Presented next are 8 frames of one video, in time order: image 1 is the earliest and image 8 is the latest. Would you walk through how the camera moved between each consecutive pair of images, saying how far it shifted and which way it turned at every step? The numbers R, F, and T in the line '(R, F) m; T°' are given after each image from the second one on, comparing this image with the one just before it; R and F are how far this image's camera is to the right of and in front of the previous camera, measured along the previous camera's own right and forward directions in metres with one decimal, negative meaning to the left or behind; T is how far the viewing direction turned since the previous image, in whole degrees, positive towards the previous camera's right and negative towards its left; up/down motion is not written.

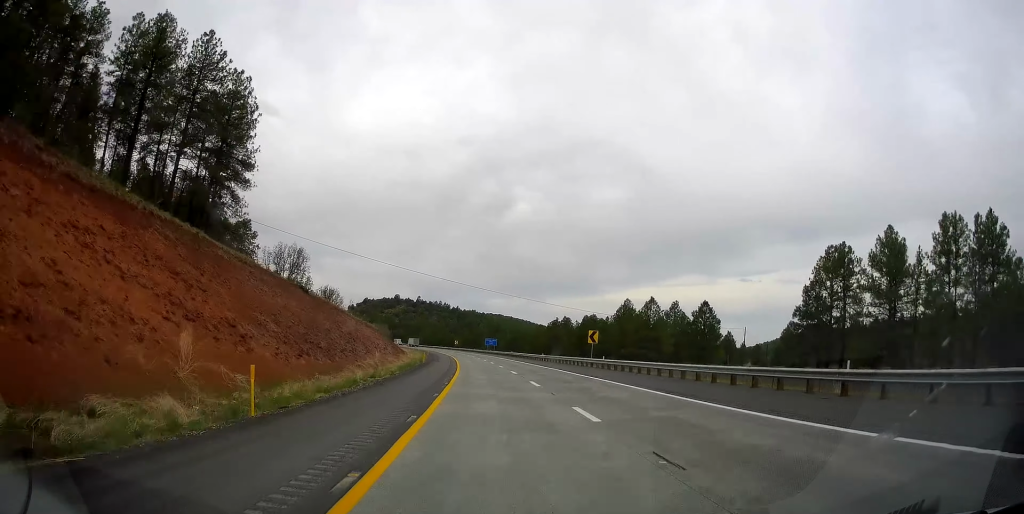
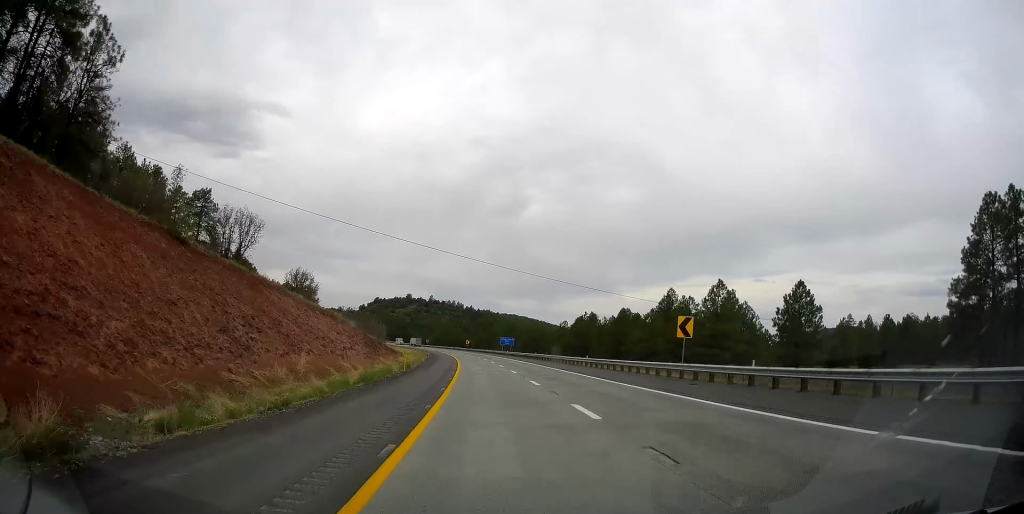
(-0.4, +24.1) m; -2°
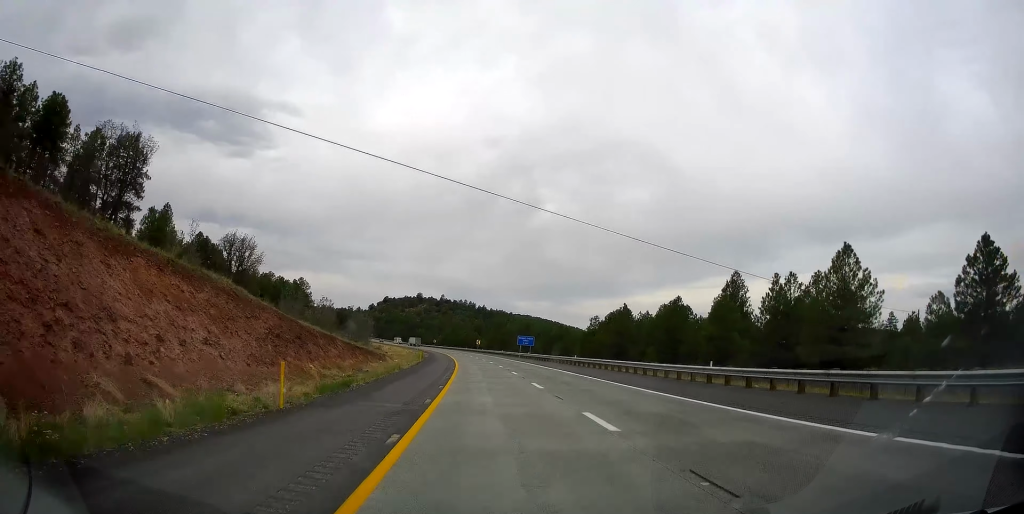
(-0.6, +26.4) m; -1°
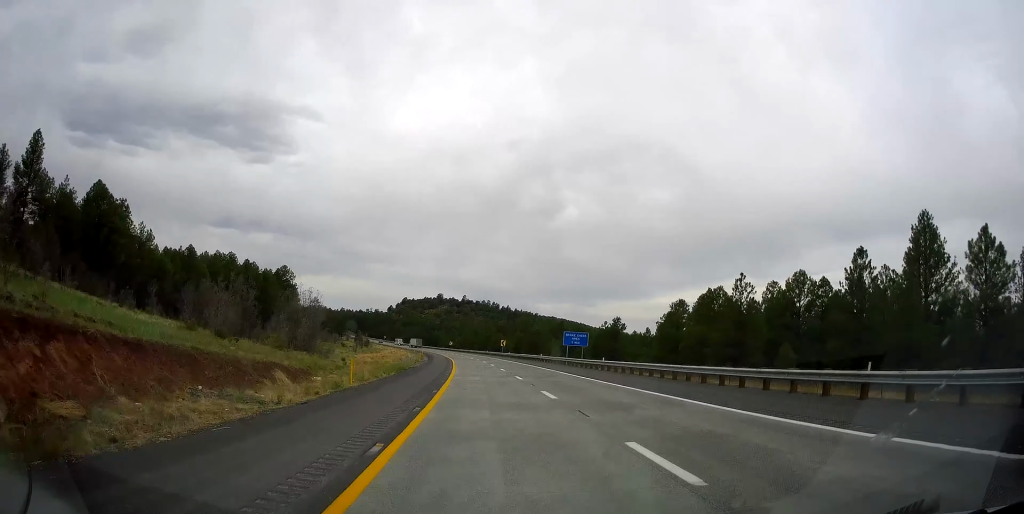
(-0.3, +41.4) m; -1°
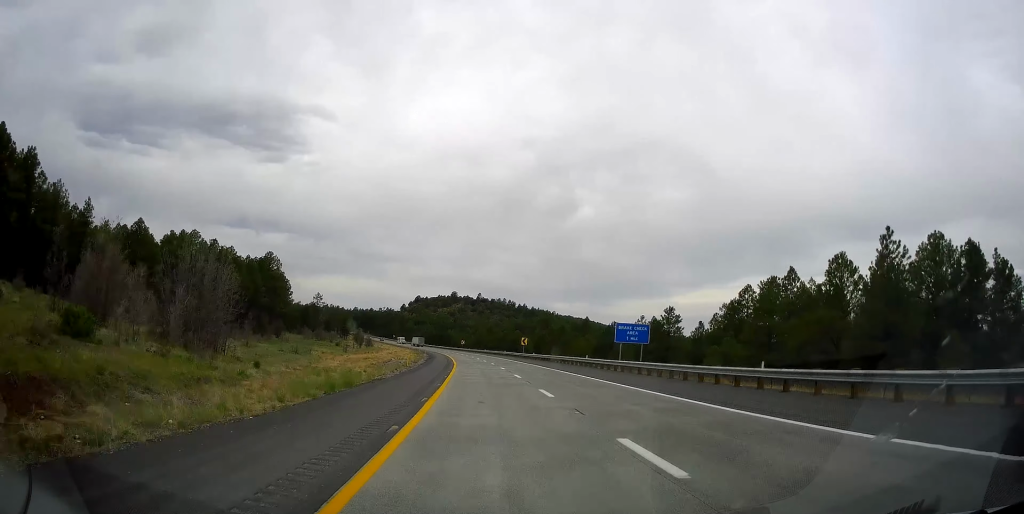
(-0.1, +24.0) m; -1°
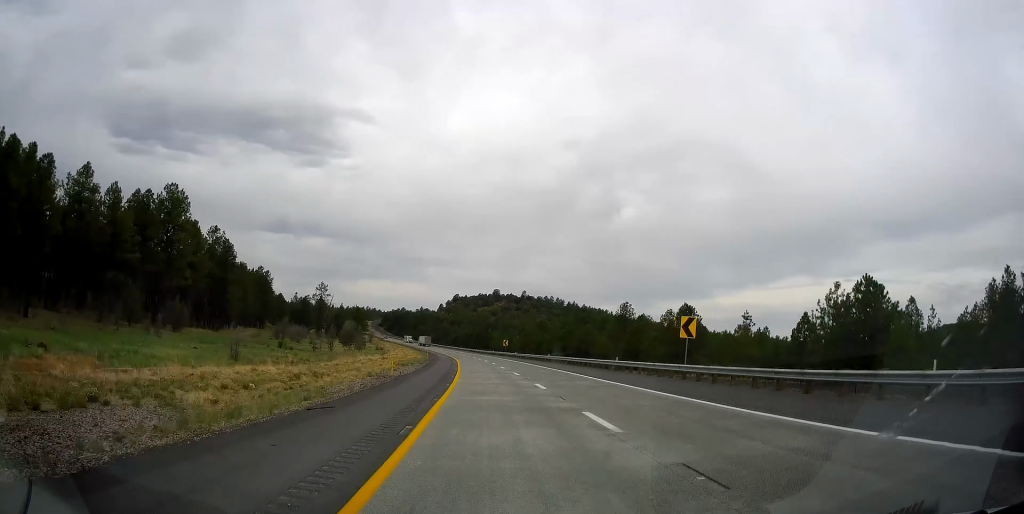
(-3.3, +68.3) m; -6°
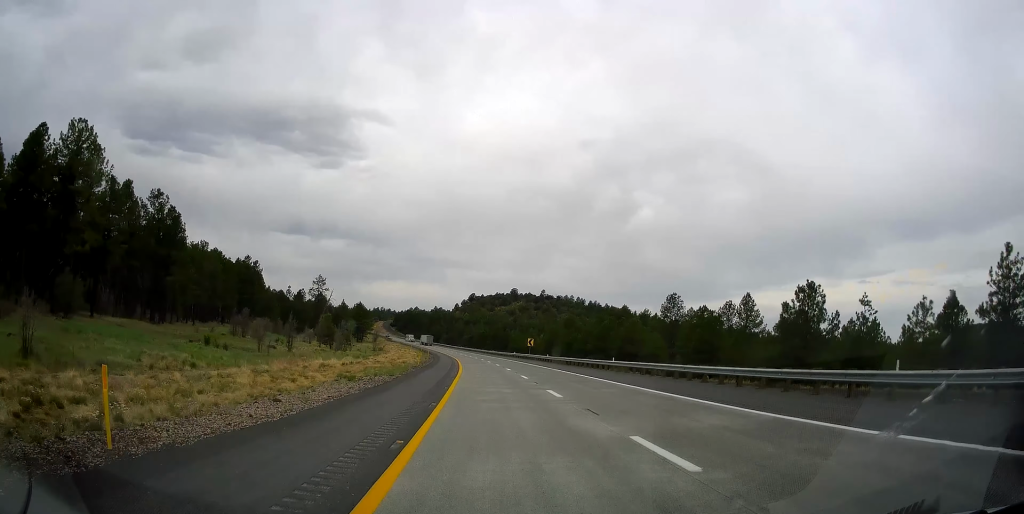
(-0.5, +28.4) m; -1°
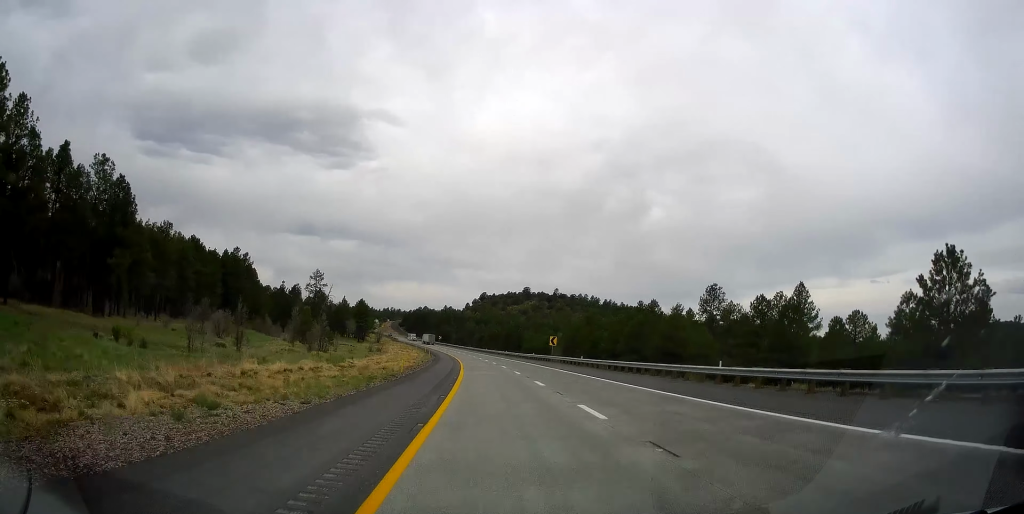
(-0.1, +18.2) m; -1°
